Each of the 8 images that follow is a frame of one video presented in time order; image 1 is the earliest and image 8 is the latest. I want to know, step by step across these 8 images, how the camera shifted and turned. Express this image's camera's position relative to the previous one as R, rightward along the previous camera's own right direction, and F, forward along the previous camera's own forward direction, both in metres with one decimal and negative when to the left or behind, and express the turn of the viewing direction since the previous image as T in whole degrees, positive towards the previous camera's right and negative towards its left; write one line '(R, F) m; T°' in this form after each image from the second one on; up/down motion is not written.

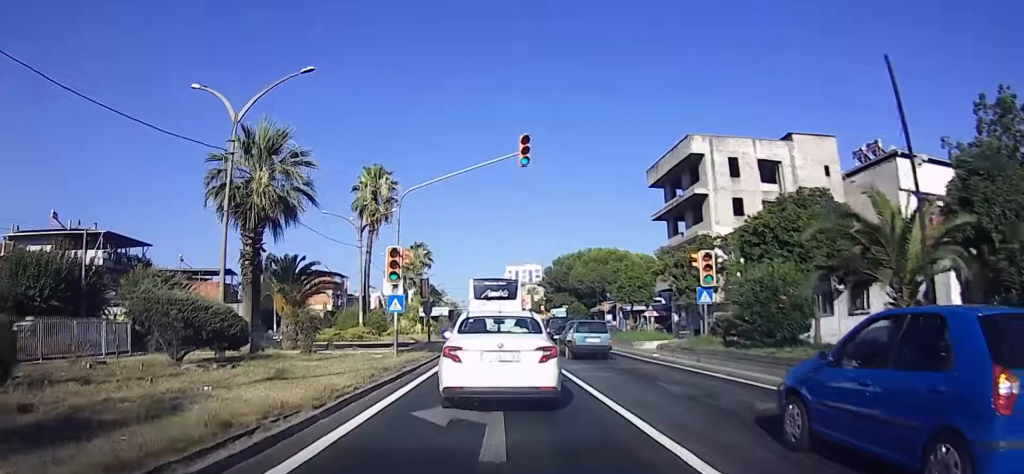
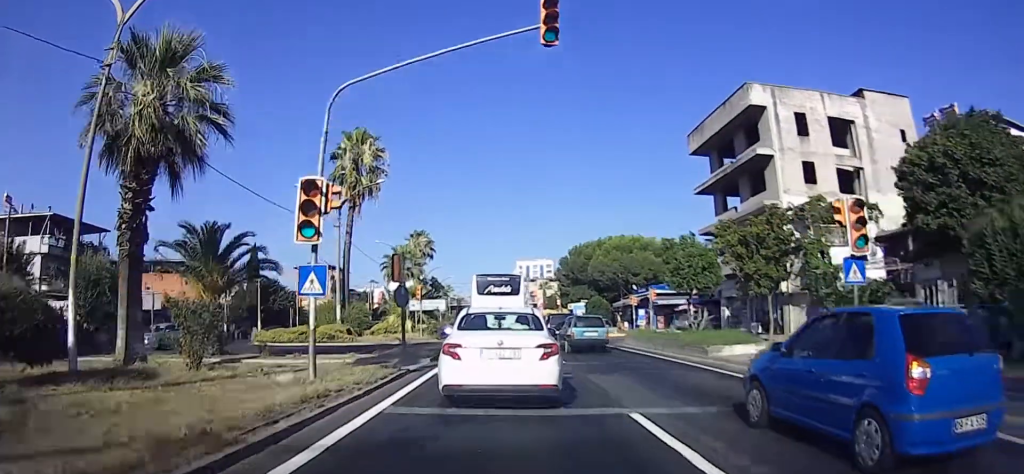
(+0.2, +8.3) m; +1°
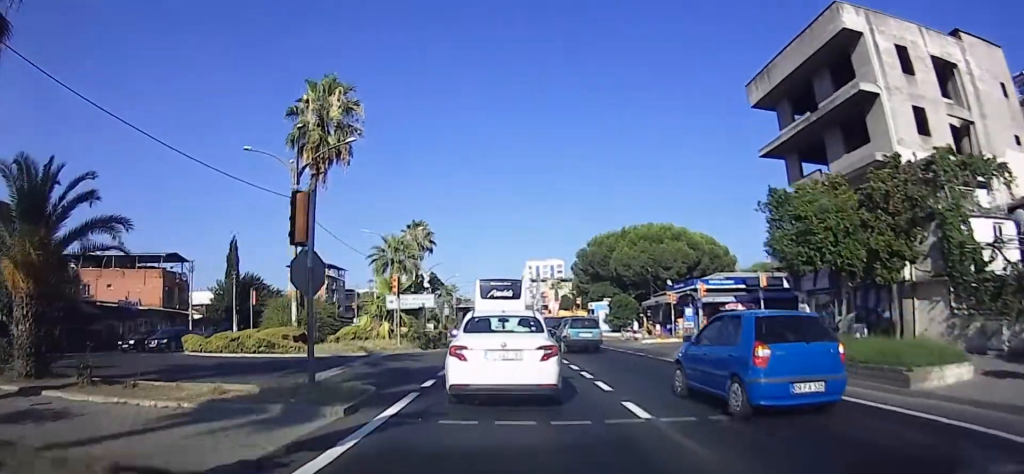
(-0.1, +10.0) m; -2°
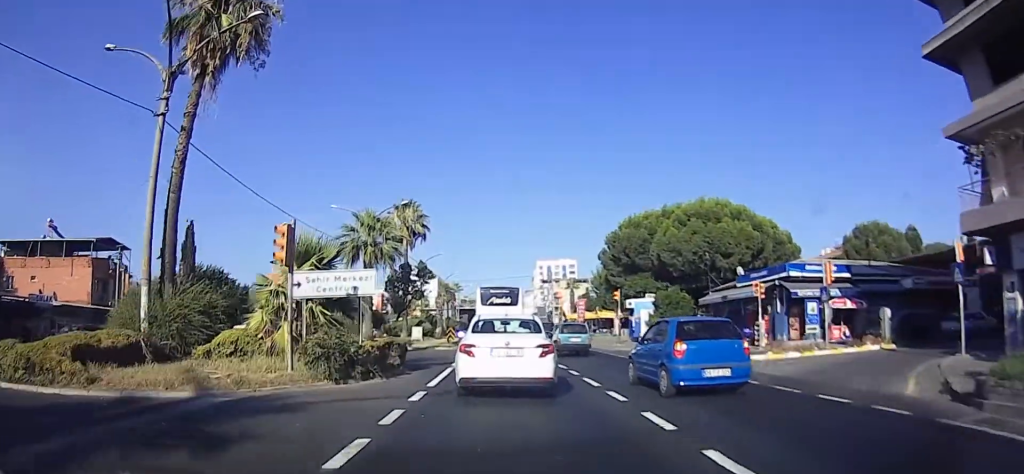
(-0.5, +14.4) m; -2°
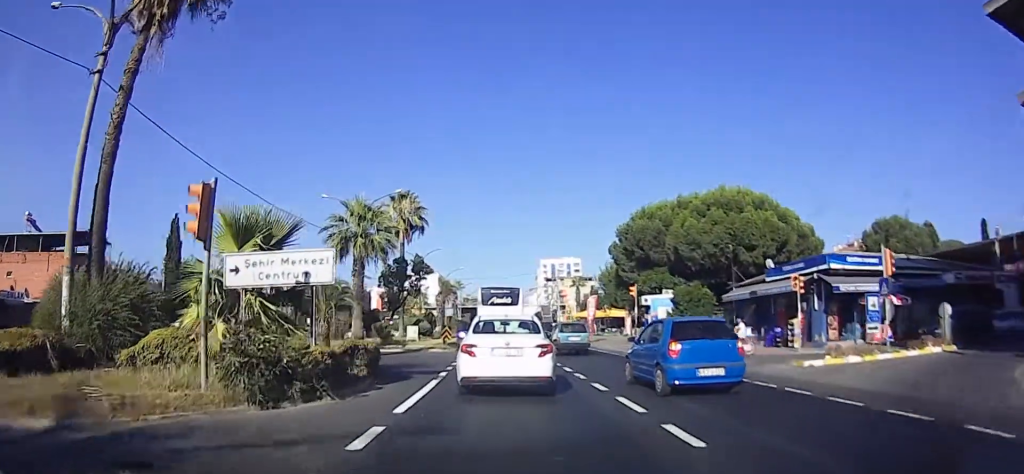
(0.0, +4.0) m; 0°
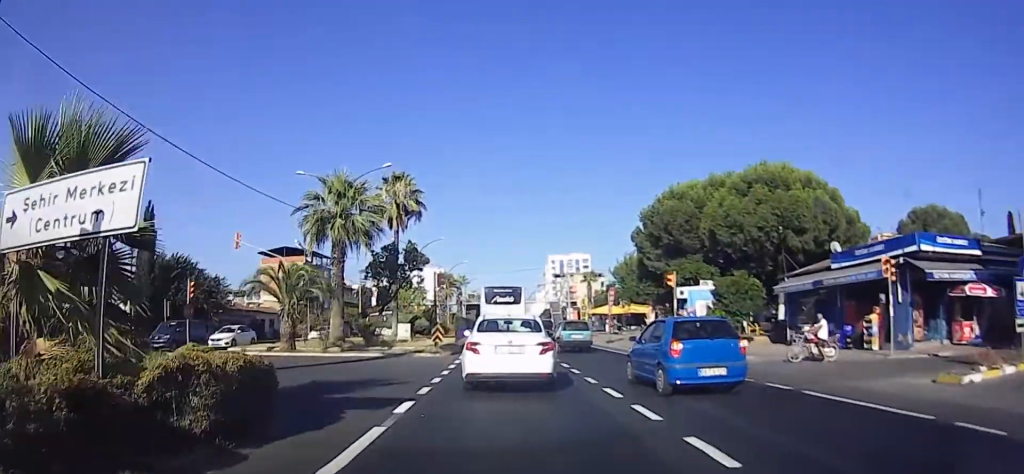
(0.0, +7.0) m; 0°
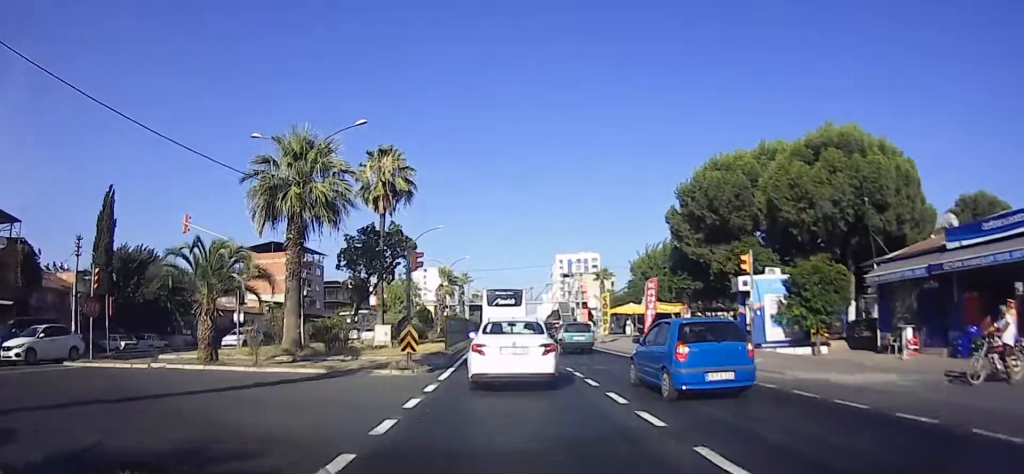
(0.0, +8.2) m; -1°
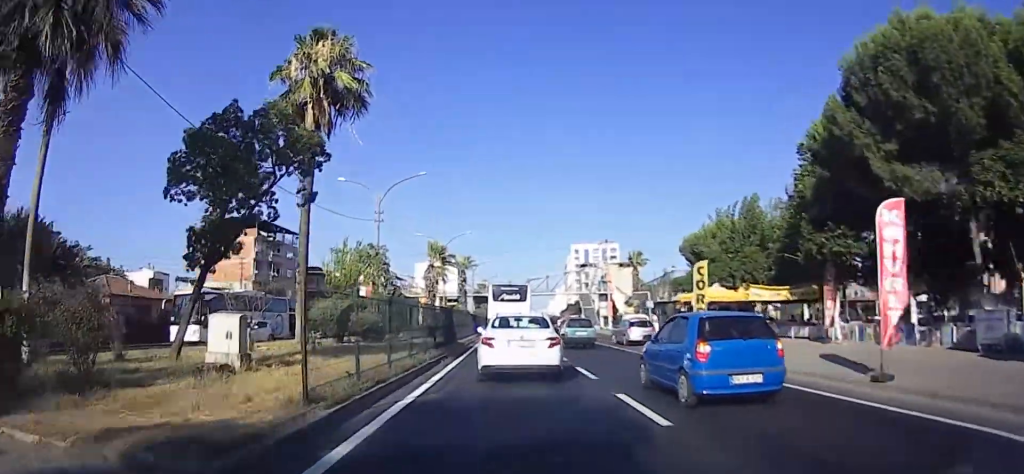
(-0.2, +17.1) m; -2°
